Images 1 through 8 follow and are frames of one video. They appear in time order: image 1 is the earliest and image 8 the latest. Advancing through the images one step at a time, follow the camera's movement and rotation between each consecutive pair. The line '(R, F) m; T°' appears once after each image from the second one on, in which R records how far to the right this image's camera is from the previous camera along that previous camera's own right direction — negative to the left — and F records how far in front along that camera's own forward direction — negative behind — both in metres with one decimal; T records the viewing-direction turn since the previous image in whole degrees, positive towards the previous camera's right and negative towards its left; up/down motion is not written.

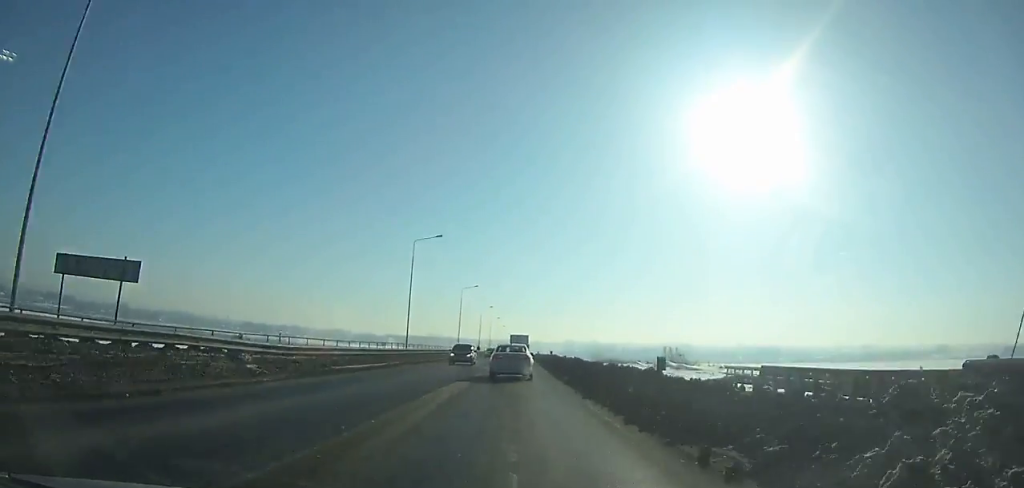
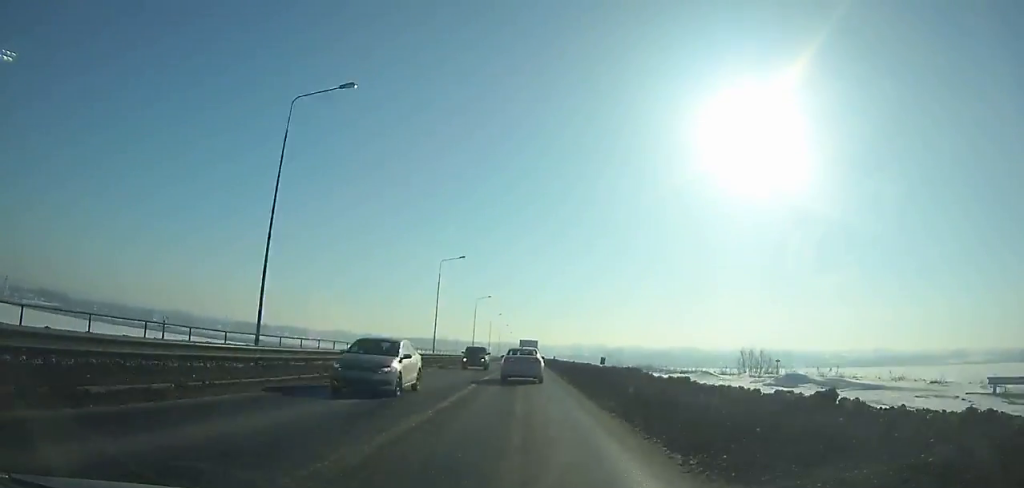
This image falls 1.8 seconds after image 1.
(-0.1, +31.5) m; 0°
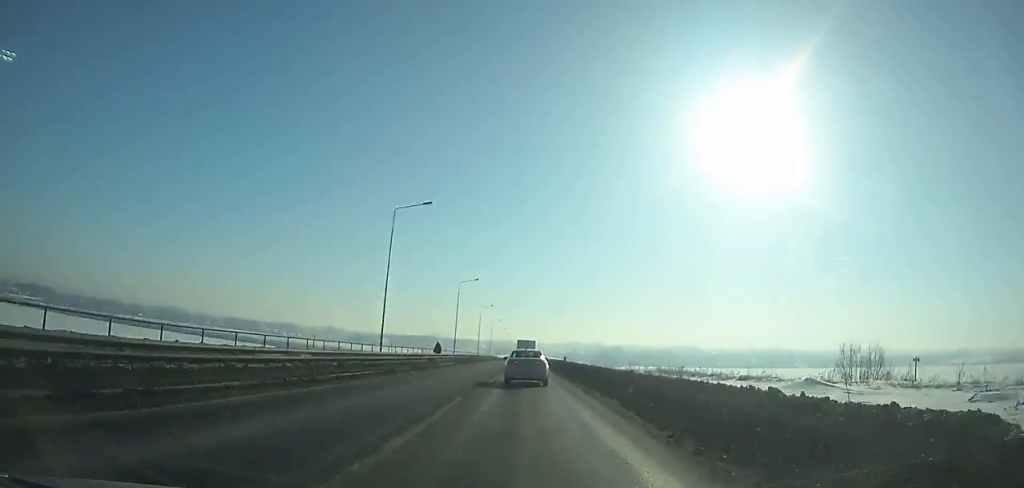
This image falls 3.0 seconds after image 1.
(+0.1, +21.6) m; 0°
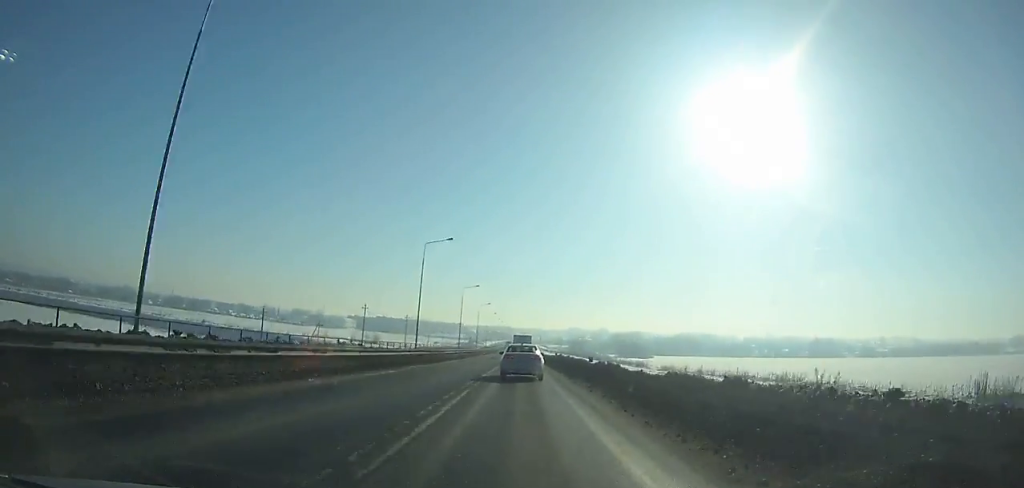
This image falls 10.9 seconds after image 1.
(+0.5, +146.2) m; 0°
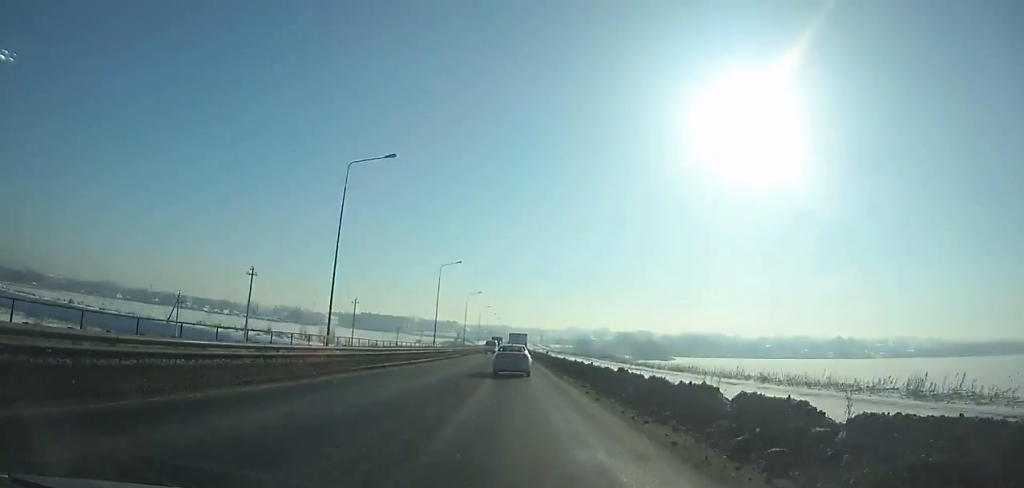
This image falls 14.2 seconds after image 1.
(0.0, +63.5) m; 0°
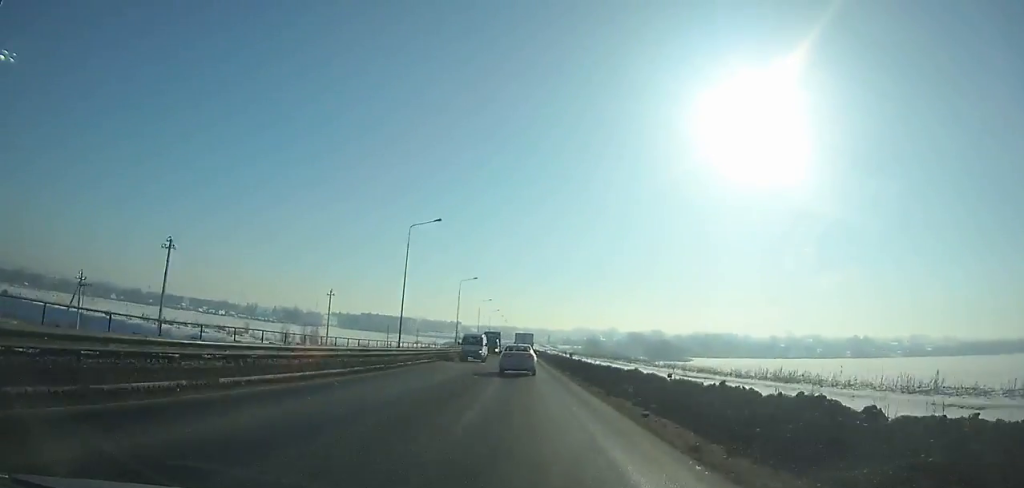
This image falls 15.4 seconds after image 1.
(-0.1, +23.4) m; 0°
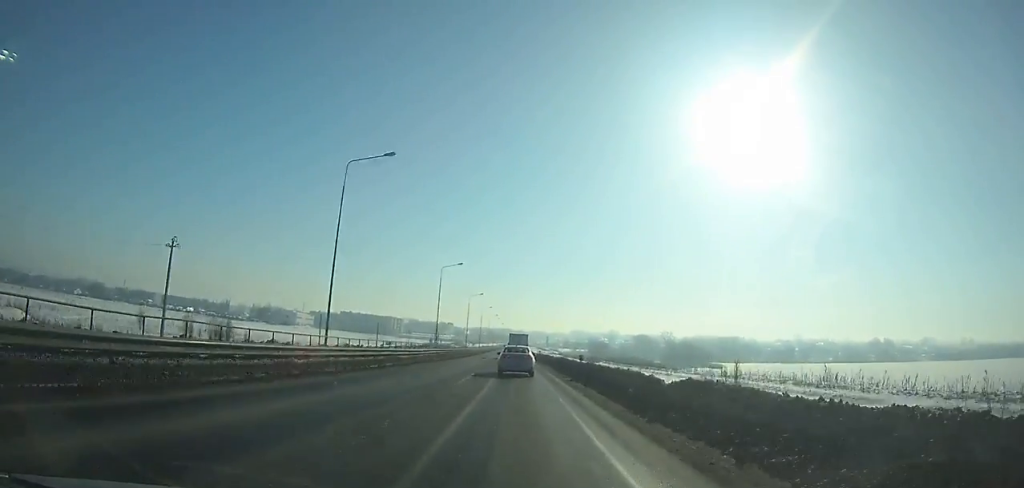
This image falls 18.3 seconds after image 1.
(0.0, +56.6) m; 0°
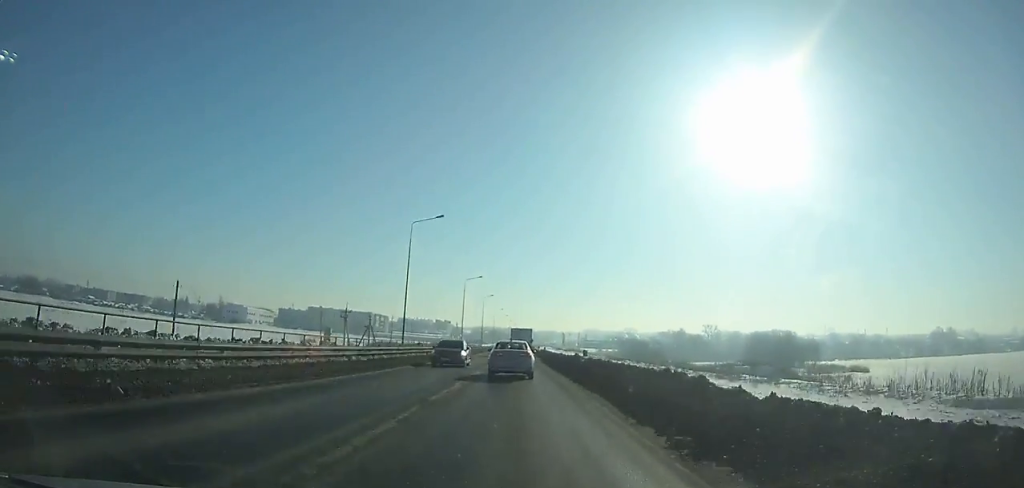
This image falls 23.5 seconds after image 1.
(-0.6, +99.4) m; -1°
